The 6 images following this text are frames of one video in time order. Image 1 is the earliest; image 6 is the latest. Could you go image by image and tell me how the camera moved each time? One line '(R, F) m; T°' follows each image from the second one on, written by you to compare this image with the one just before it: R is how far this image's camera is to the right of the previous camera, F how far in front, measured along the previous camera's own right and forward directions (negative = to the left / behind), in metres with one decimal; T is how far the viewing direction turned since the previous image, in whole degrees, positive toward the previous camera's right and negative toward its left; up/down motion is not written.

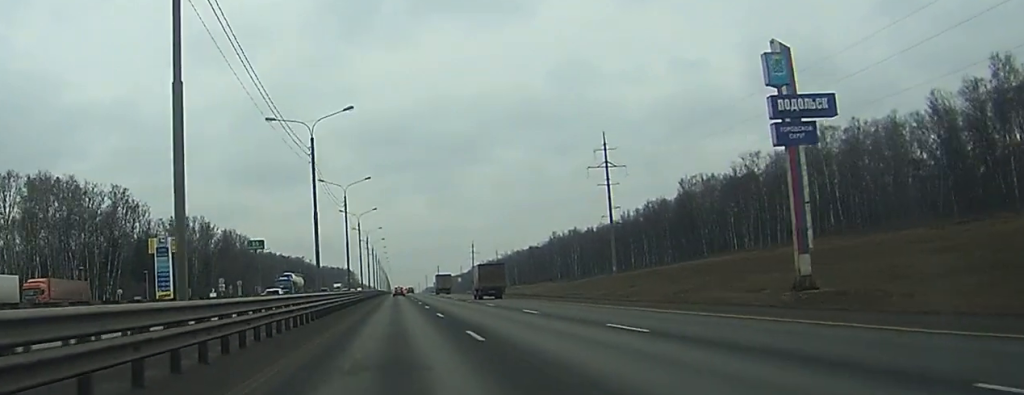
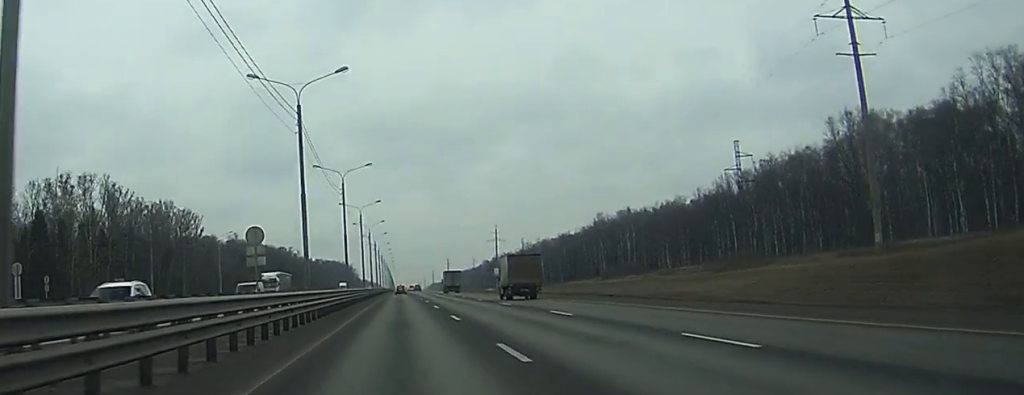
(0.0, +85.4) m; 0°
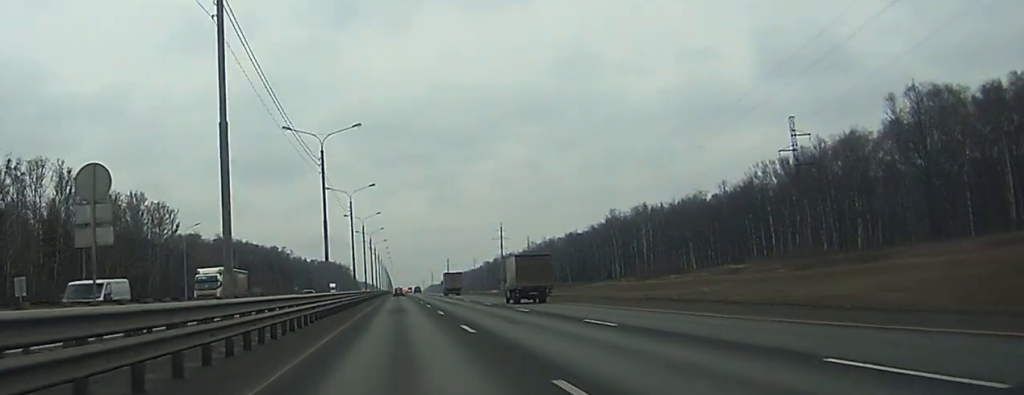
(0.0, +22.0) m; 0°
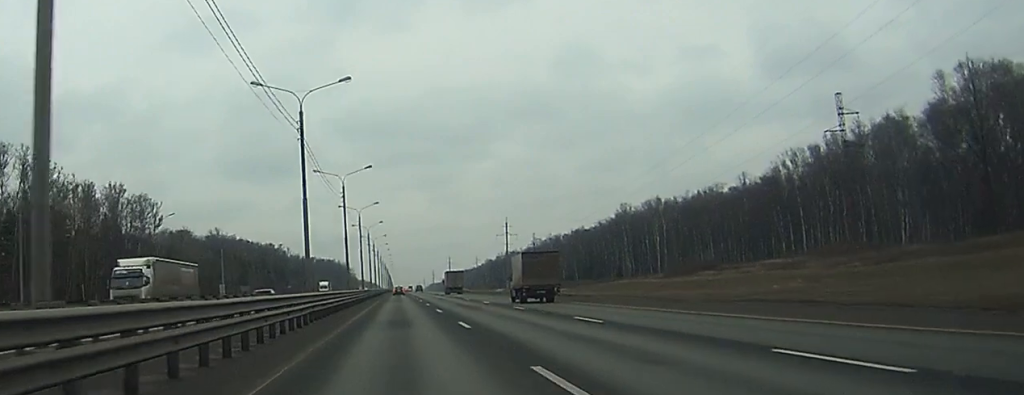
(0.0, +14.0) m; 0°
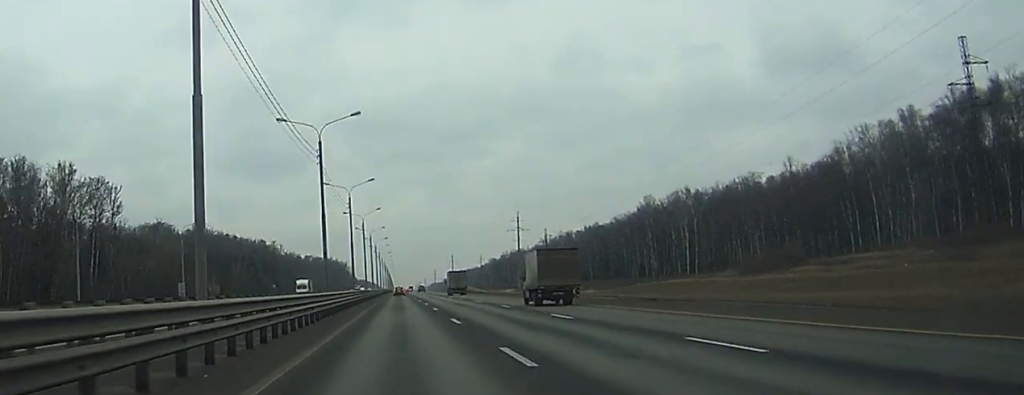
(-0.1, +27.2) m; 0°
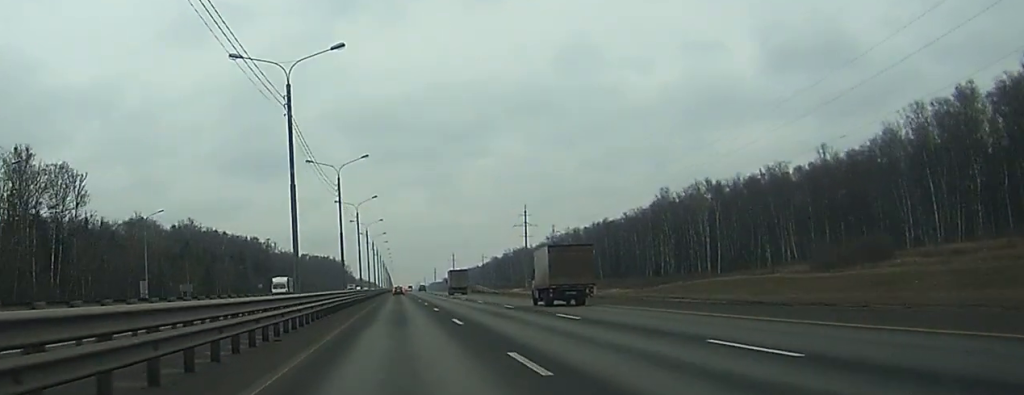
(0.0, +17.2) m; 0°
